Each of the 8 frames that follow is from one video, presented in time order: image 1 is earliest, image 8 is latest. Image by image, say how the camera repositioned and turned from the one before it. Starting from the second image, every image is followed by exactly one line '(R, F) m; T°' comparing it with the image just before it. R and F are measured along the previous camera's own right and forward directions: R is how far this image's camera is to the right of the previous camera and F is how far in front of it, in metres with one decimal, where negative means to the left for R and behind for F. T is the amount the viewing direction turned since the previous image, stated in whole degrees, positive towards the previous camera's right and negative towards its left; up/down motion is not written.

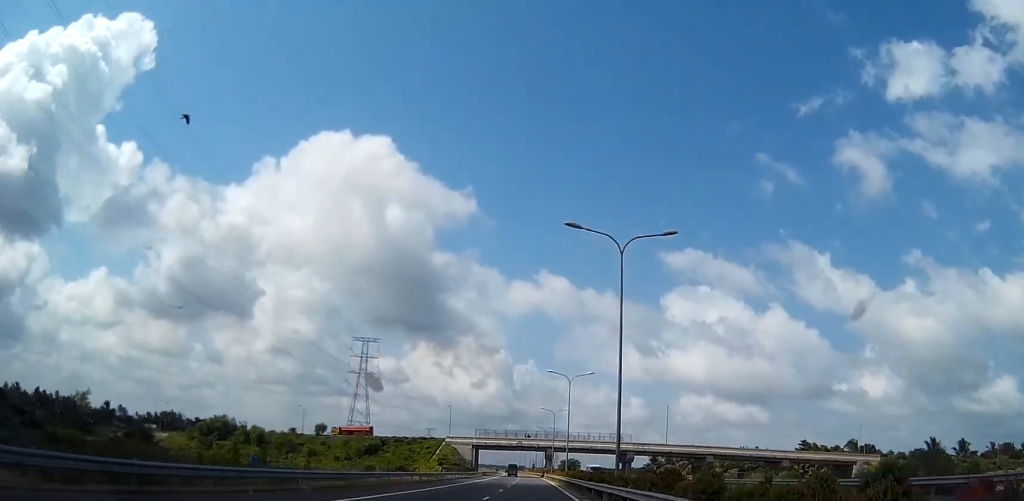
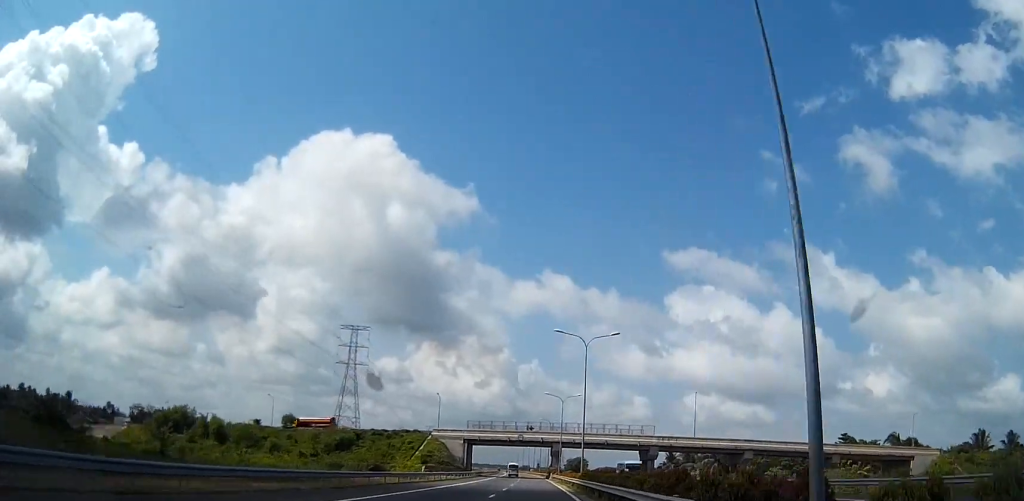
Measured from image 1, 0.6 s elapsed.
(-0.7, +21.6) m; -1°
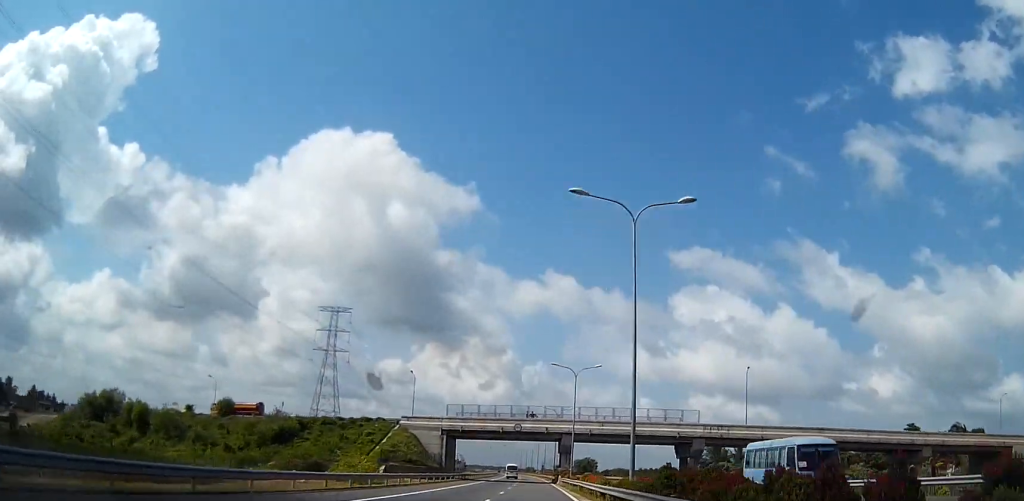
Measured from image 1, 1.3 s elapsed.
(-0.3, +28.0) m; -1°
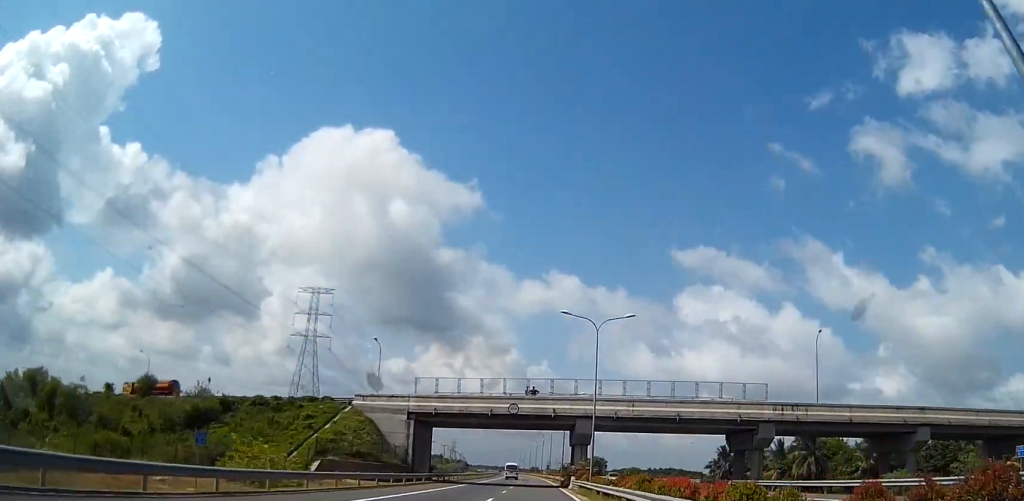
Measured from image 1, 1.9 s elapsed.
(+0.2, +22.8) m; 0°
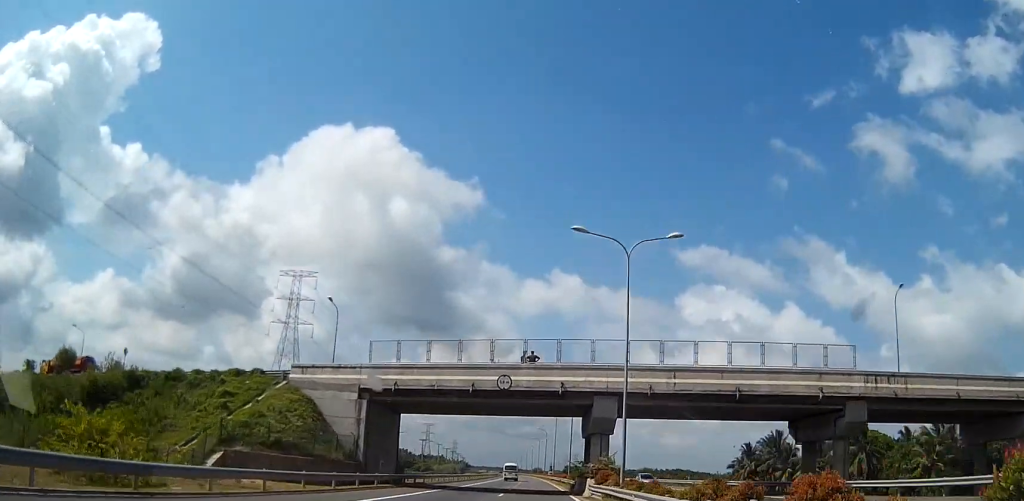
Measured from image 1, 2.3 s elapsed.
(-0.1, +16.5) m; 0°
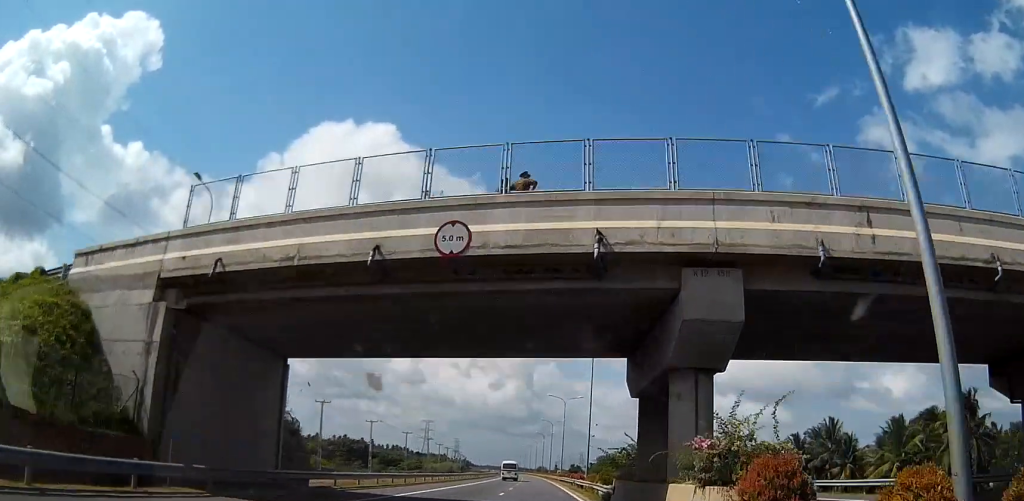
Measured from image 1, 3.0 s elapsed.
(-0.1, +24.1) m; -1°
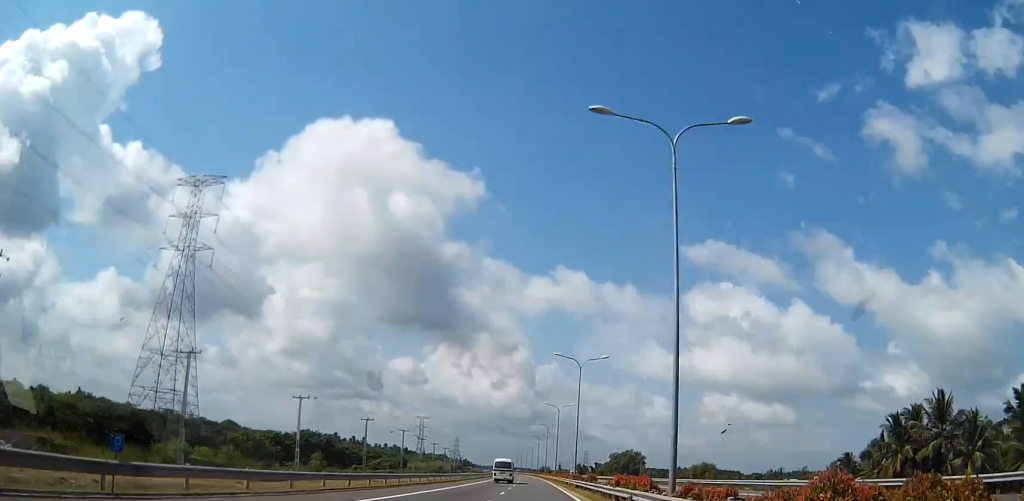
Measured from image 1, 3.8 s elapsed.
(-0.3, +33.2) m; 0°
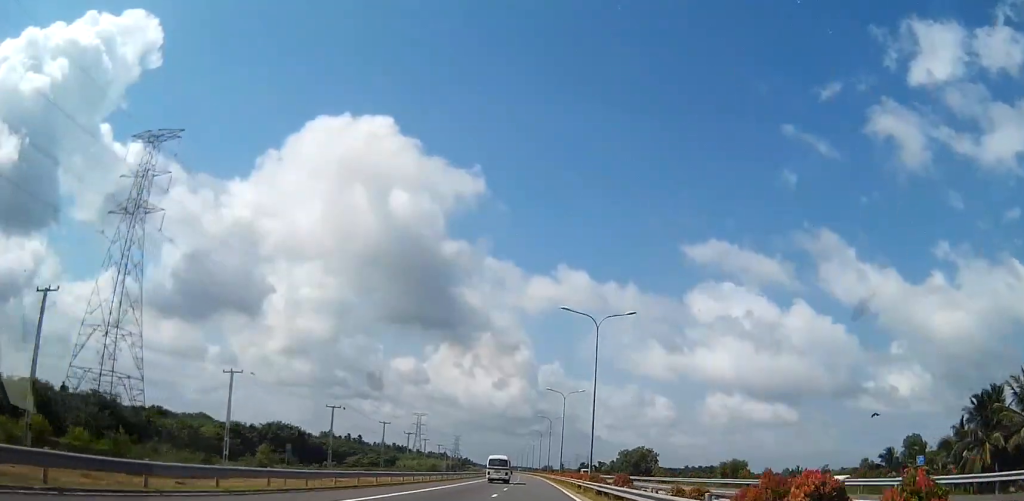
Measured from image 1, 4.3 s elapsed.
(0.0, +18.0) m; 0°
